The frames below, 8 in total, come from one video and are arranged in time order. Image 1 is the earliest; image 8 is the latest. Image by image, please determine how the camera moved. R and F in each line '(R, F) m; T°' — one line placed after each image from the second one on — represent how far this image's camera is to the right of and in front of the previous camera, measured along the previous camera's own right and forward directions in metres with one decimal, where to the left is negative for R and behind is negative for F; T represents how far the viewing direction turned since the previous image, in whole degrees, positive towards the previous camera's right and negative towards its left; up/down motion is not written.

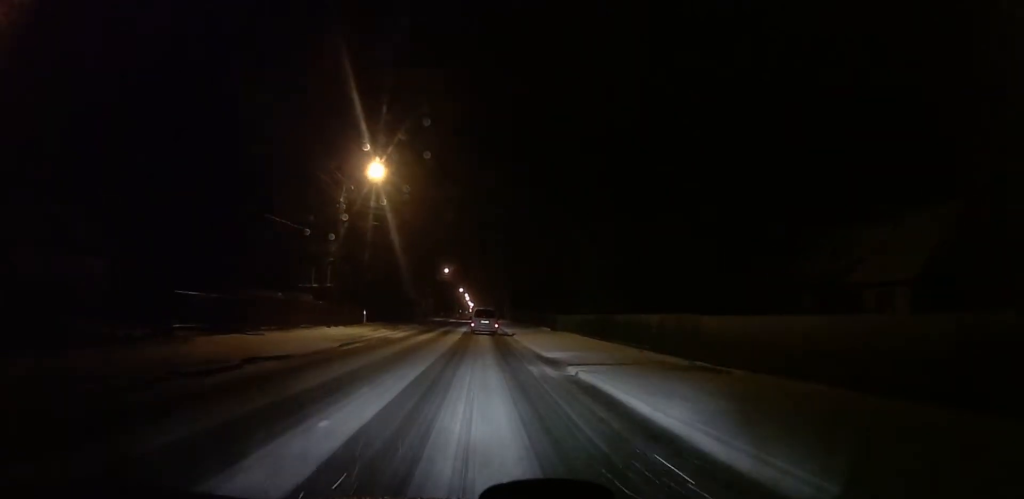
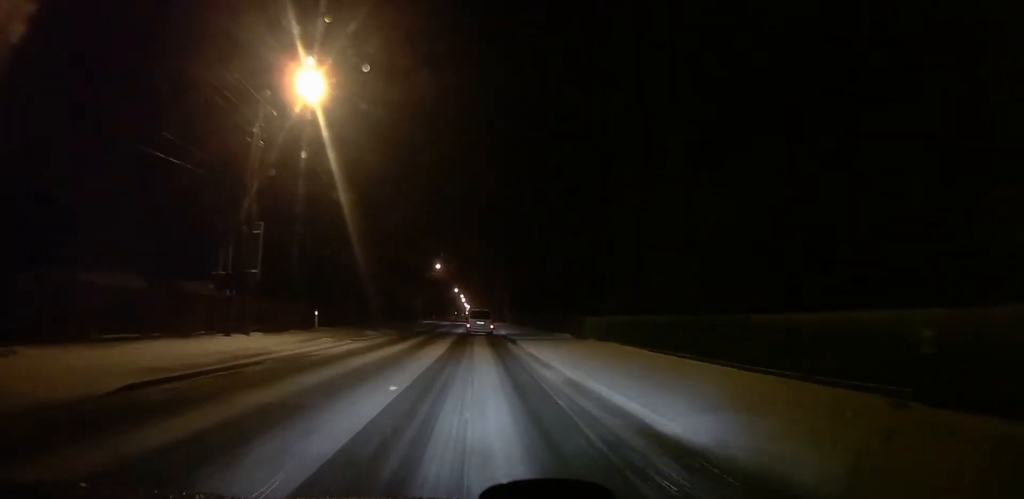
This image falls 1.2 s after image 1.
(+0.1, +14.9) m; -1°
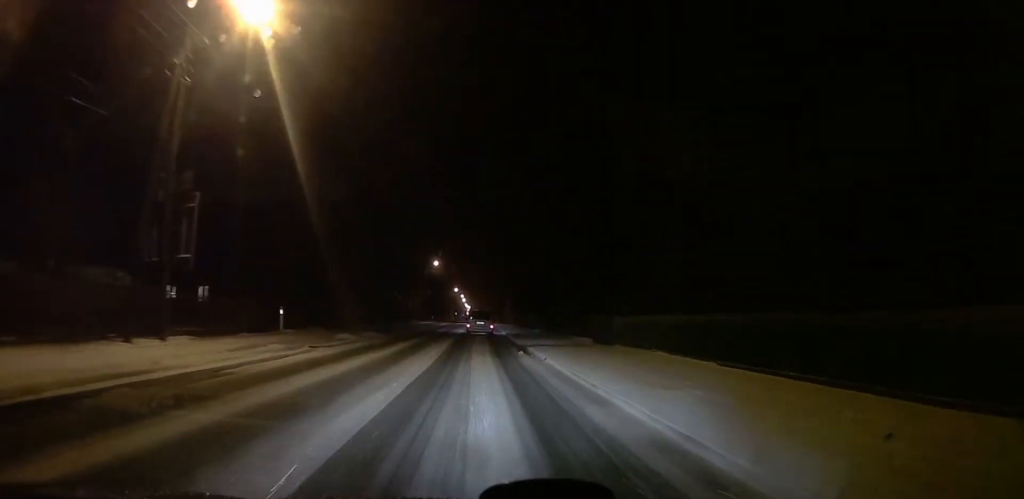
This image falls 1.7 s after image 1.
(-0.2, +6.8) m; 0°
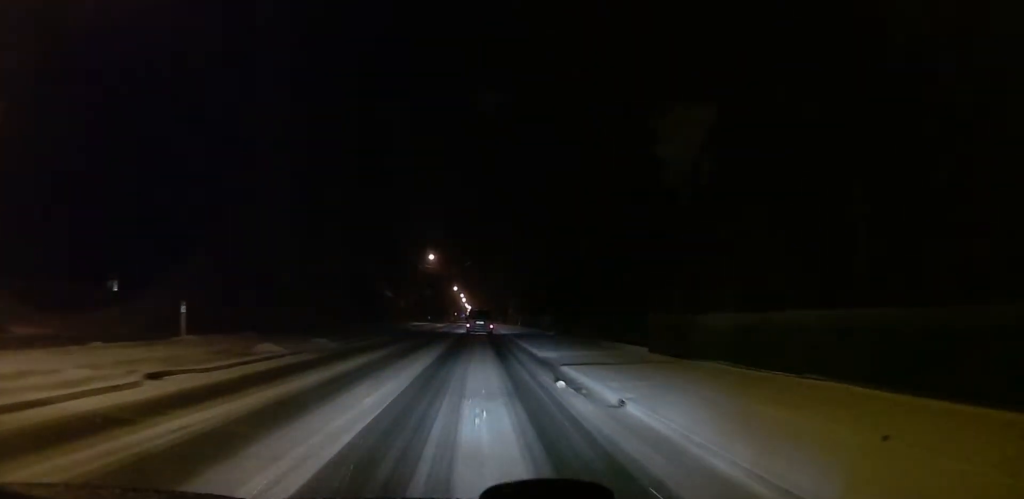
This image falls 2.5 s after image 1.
(-0.2, +11.1) m; 0°
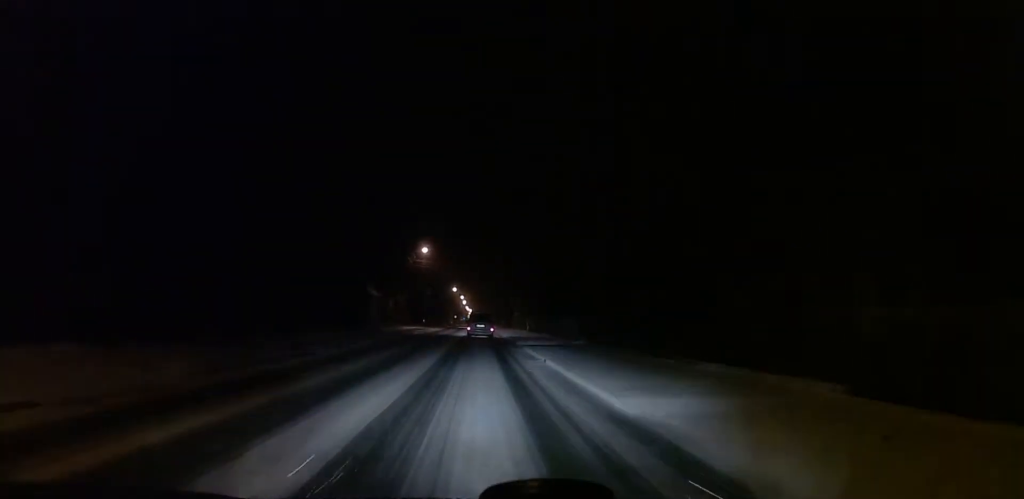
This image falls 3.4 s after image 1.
(+0.2, +12.4) m; +1°
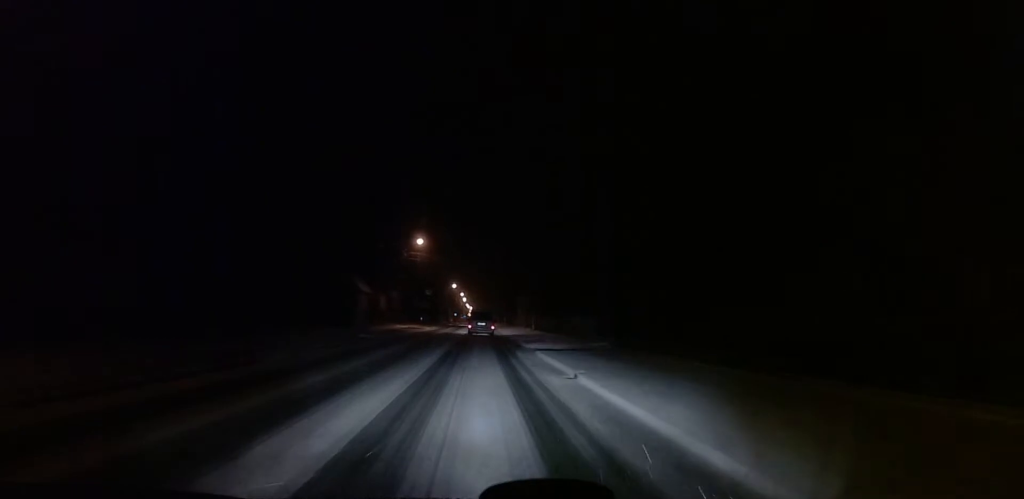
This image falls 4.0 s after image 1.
(0.0, +7.0) m; +1°
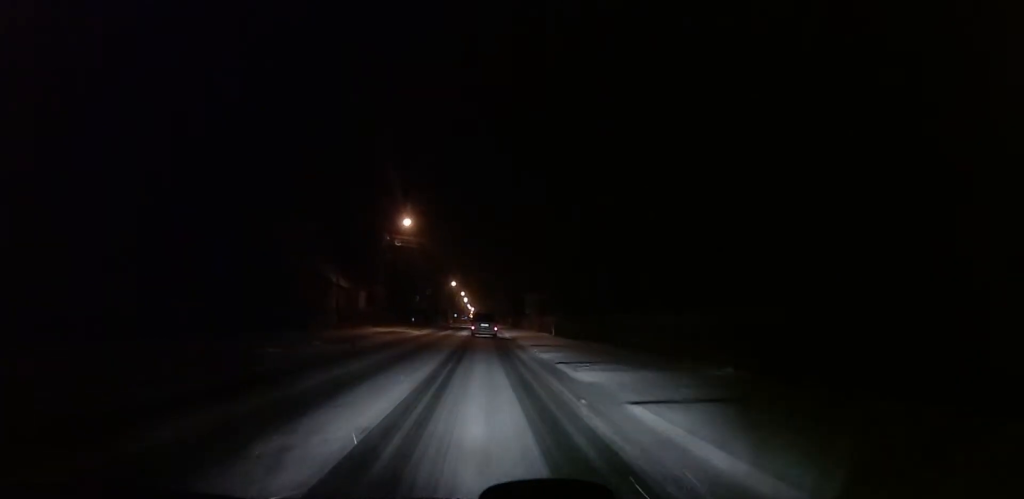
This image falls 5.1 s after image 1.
(+0.5, +14.9) m; 0°
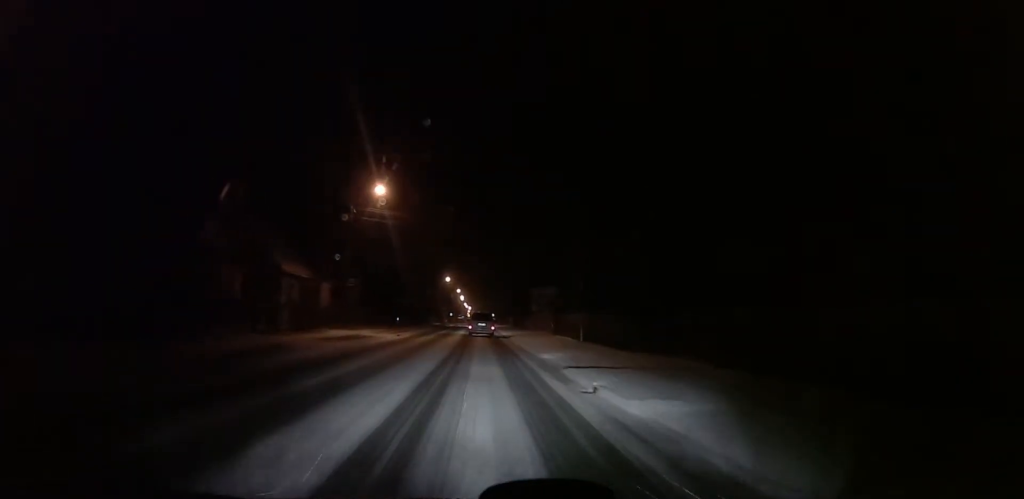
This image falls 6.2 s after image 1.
(-0.7, +13.9) m; -4°
